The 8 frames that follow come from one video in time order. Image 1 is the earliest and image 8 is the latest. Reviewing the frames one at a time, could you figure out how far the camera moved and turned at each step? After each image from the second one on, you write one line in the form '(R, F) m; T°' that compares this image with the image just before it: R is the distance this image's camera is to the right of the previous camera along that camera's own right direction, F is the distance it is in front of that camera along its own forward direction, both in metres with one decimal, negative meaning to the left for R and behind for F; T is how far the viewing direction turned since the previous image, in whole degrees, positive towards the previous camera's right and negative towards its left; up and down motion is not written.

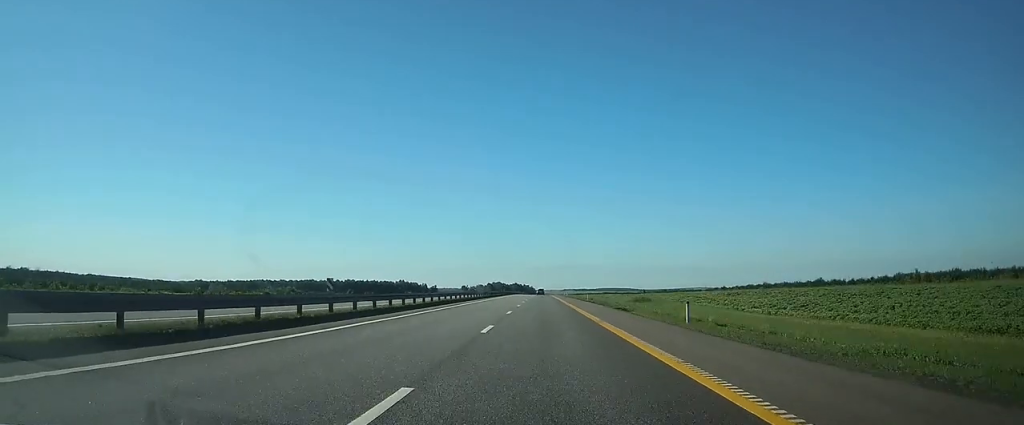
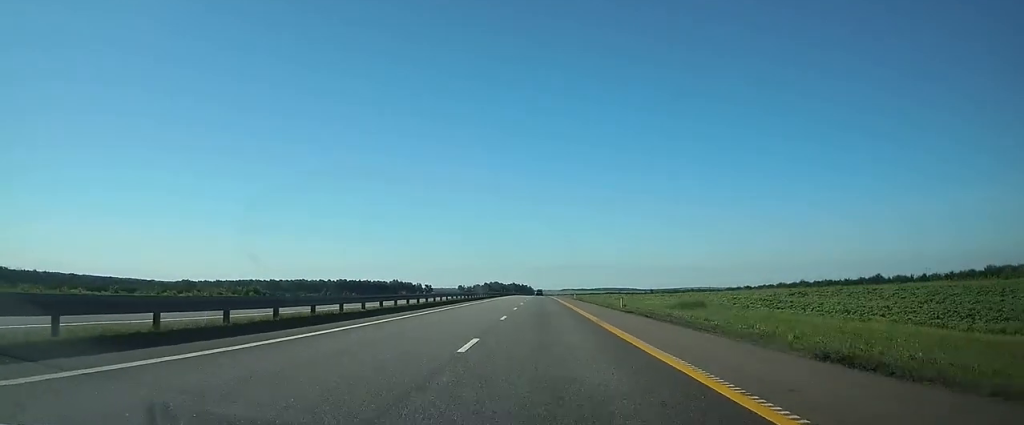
(0.0, +28.8) m; 0°
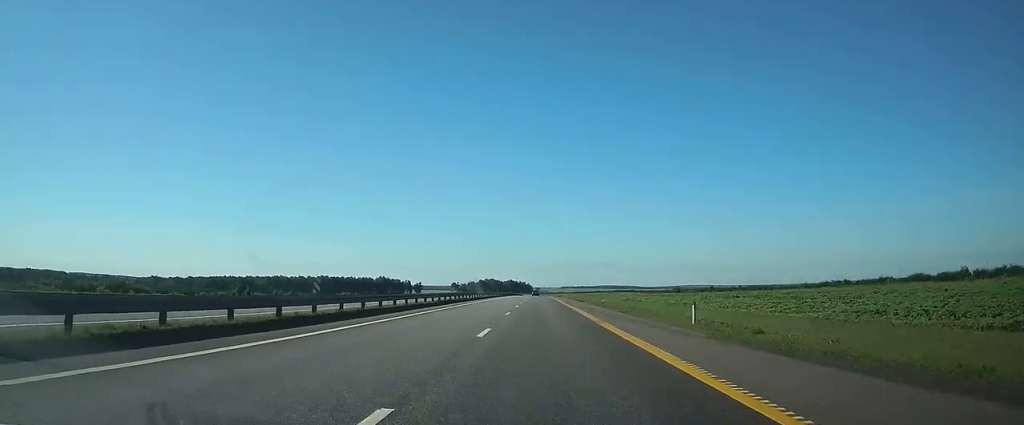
(-0.1, +68.6) m; 0°
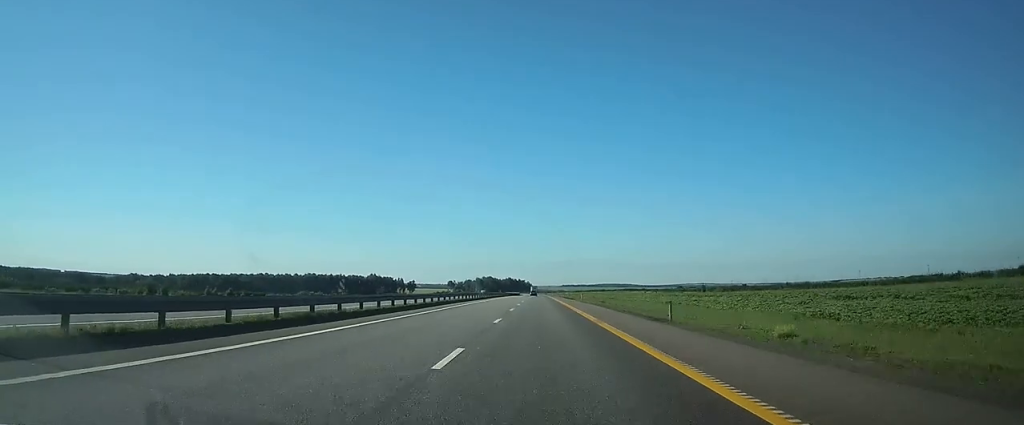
(+0.1, +42.0) m; 0°
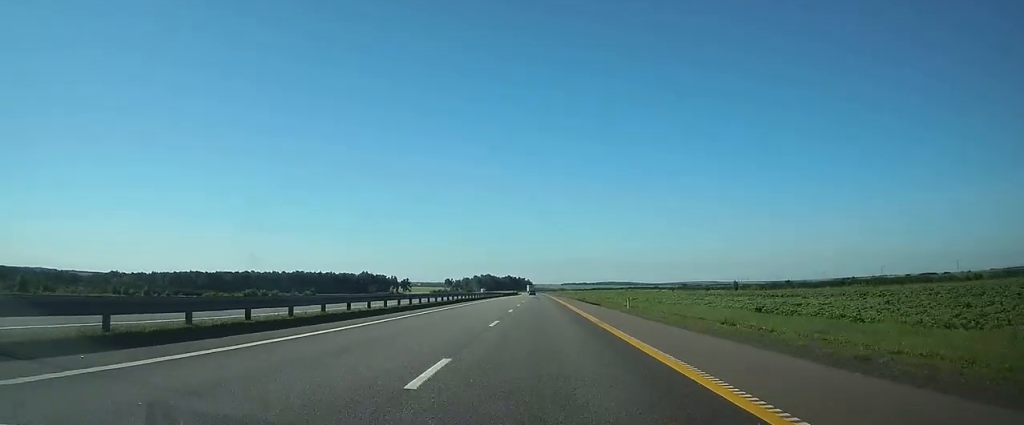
(+0.1, +37.9) m; 0°
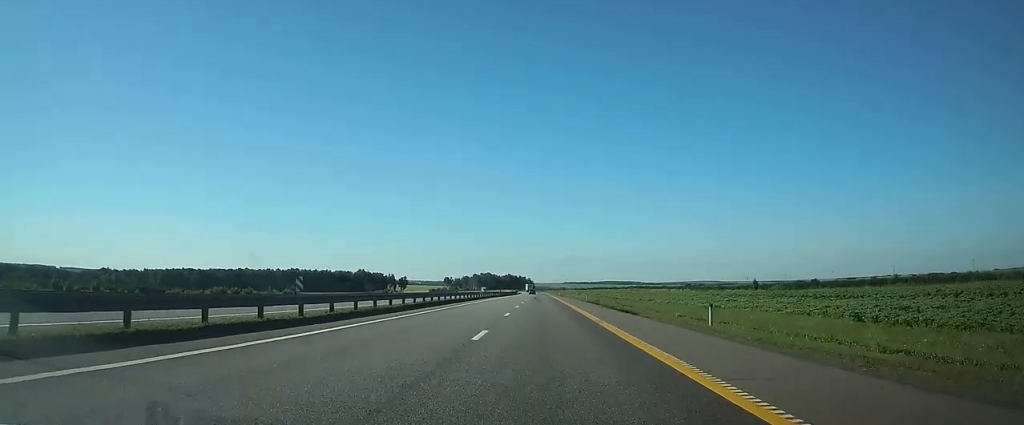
(0.0, +17.4) m; 0°
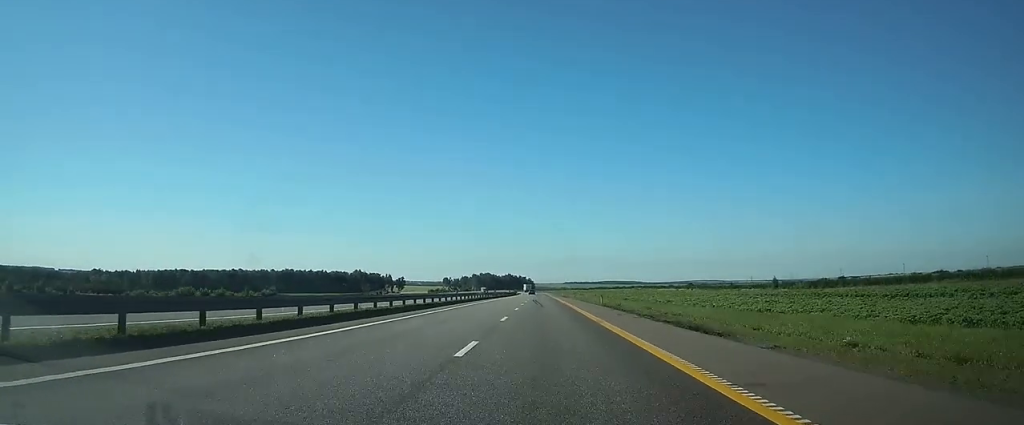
(-0.1, +15.3) m; 0°
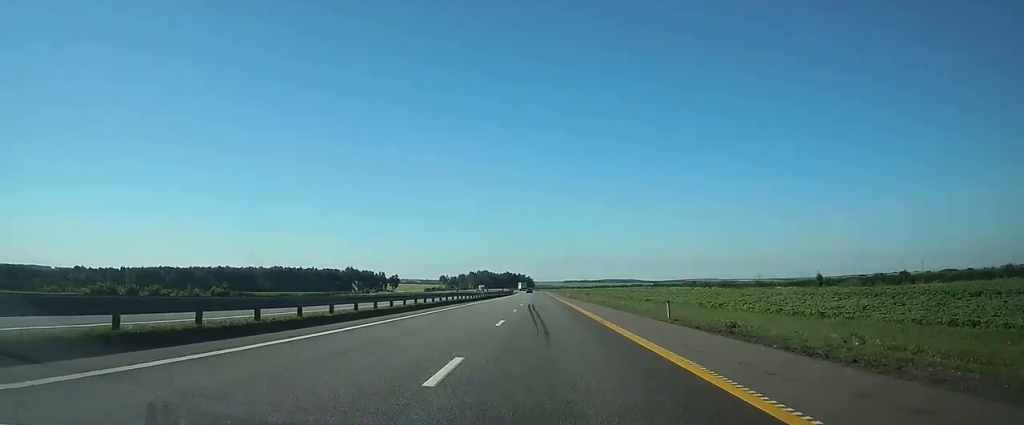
(-0.1, +27.4) m; 0°
